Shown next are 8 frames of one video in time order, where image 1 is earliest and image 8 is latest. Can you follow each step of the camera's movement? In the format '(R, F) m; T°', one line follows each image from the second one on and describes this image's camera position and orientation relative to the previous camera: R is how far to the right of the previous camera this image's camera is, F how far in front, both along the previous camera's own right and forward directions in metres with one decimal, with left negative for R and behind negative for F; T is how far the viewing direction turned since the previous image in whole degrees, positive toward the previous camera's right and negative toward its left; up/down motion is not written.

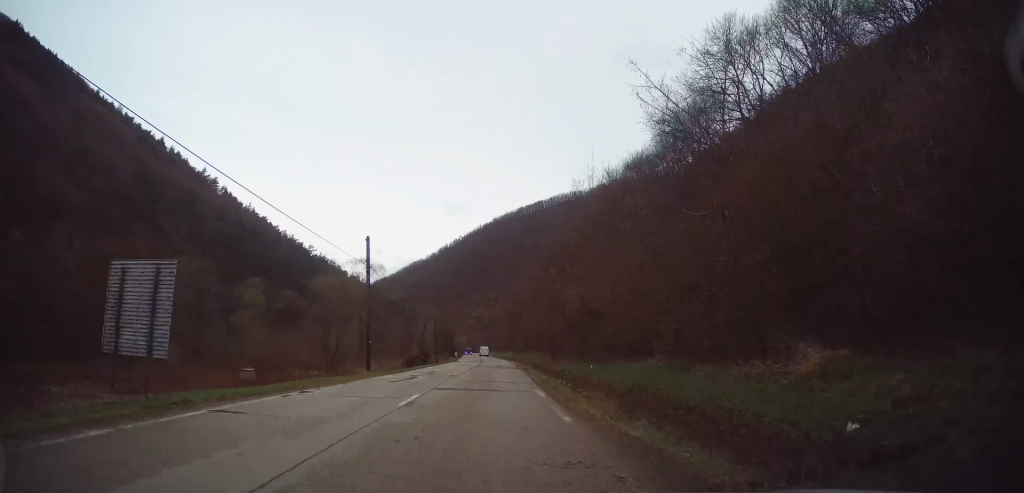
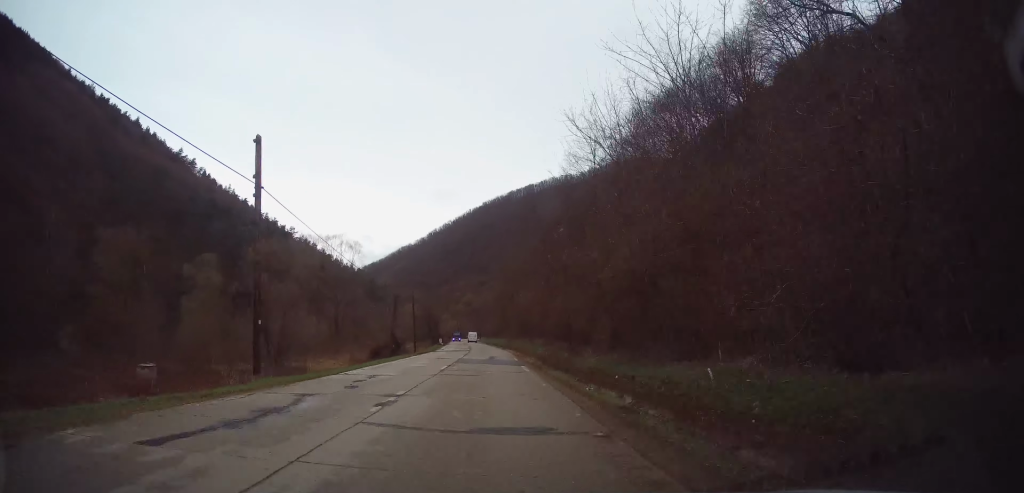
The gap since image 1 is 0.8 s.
(+0.3, +14.2) m; +1°
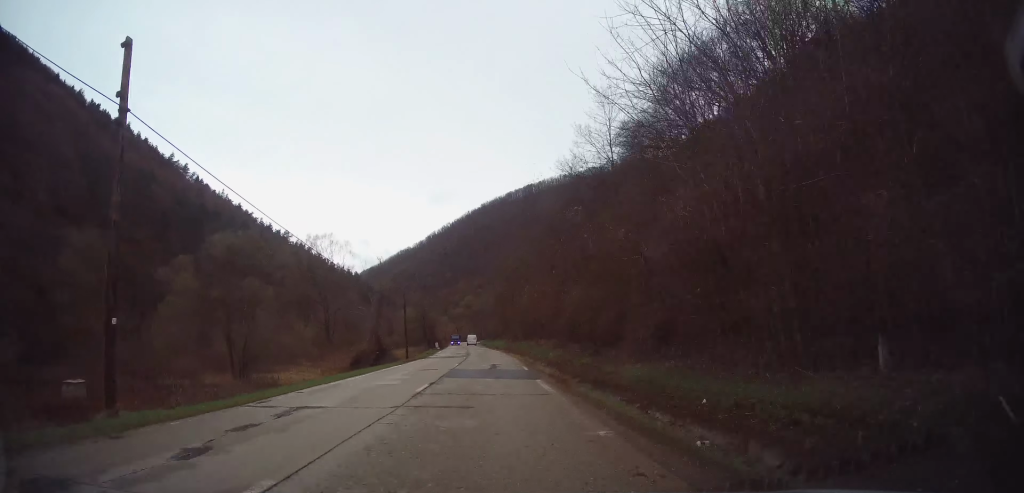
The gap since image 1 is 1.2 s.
(0.0, +7.1) m; 0°
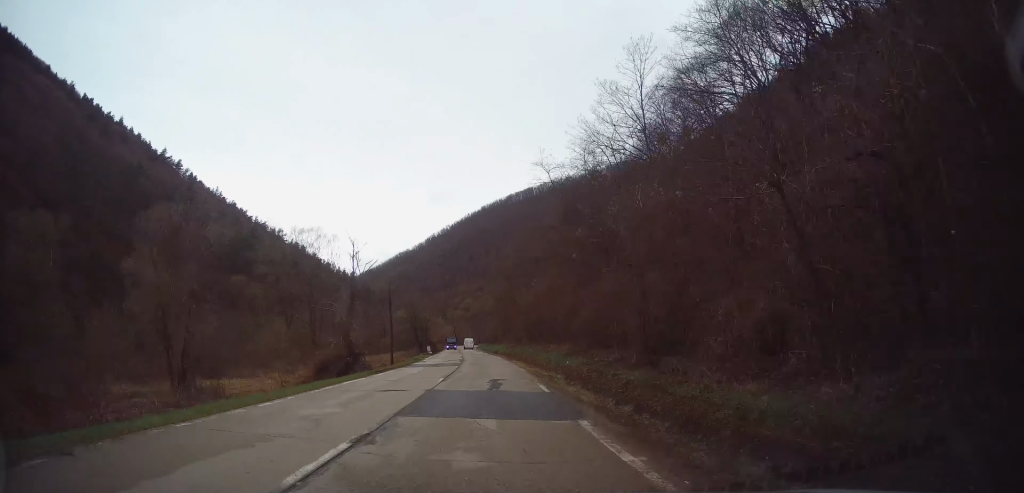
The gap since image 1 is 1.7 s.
(0.0, +8.3) m; 0°
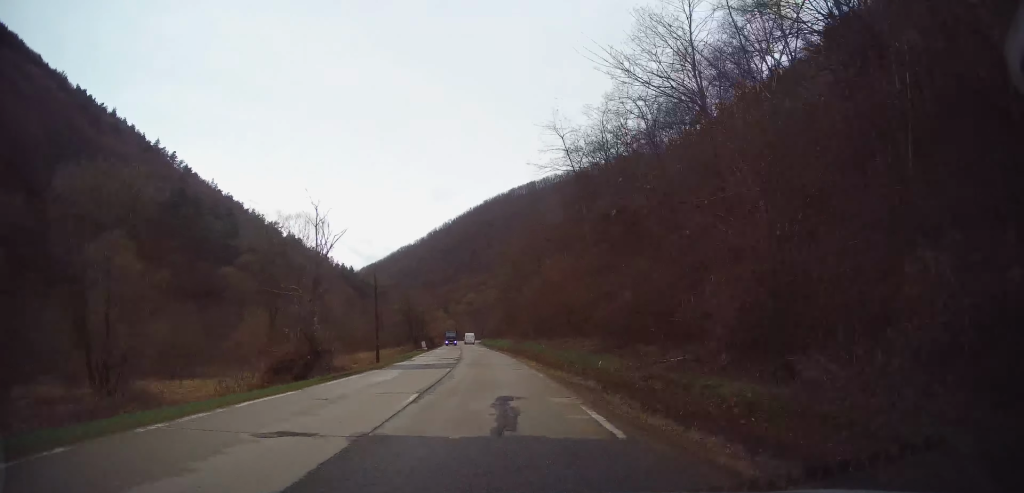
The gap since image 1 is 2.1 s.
(+0.1, +7.8) m; -1°
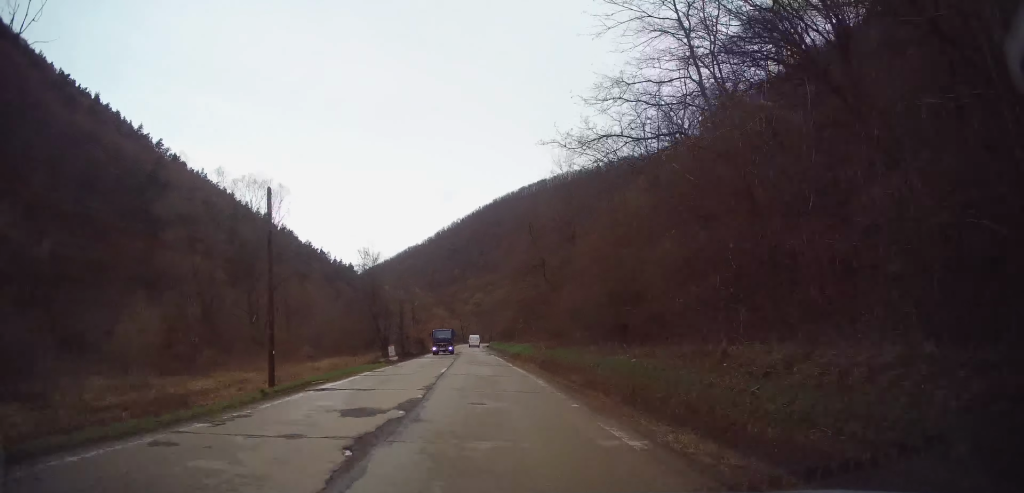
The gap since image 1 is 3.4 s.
(-0.6, +22.9) m; -2°
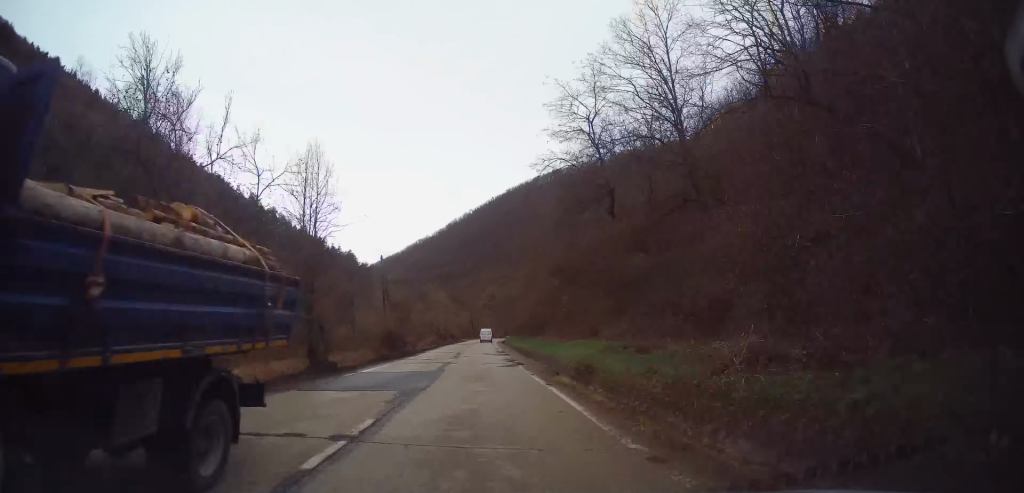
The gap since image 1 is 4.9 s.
(+0.1, +27.3) m; 0°
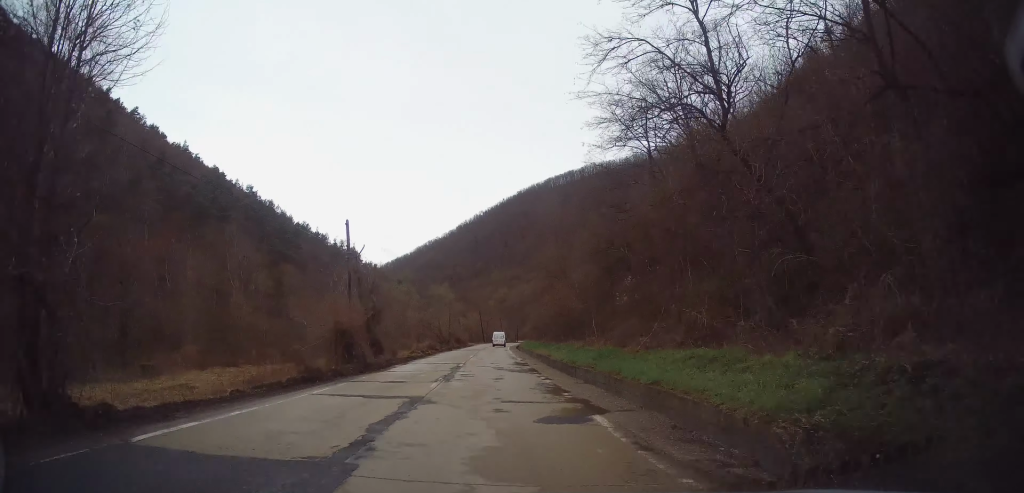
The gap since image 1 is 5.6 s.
(0.0, +13.9) m; 0°
